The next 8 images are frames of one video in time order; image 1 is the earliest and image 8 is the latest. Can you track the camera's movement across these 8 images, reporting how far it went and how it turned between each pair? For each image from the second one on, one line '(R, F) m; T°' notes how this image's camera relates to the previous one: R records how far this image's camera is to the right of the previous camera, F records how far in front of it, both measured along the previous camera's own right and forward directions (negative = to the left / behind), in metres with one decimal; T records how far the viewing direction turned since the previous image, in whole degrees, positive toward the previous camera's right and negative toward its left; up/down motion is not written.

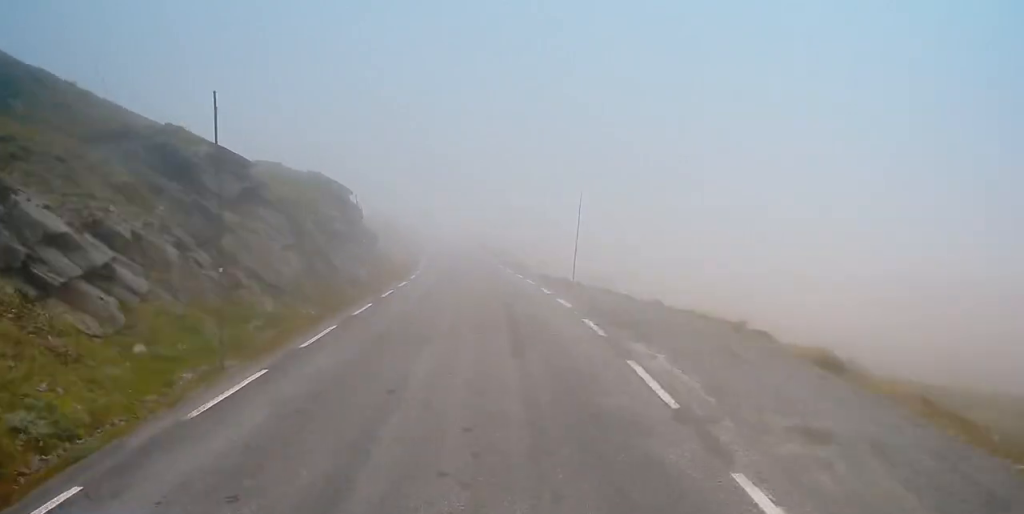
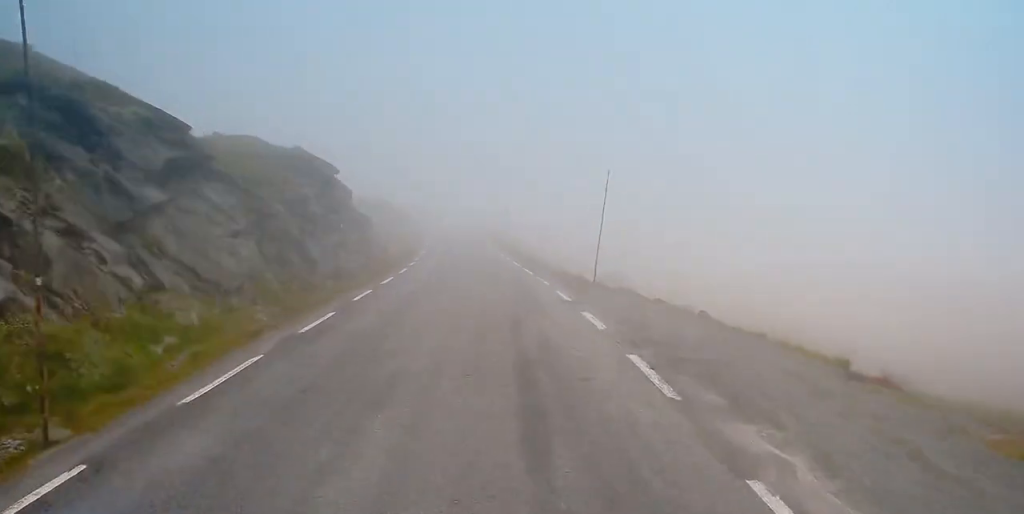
(+0.3, +6.3) m; +1°
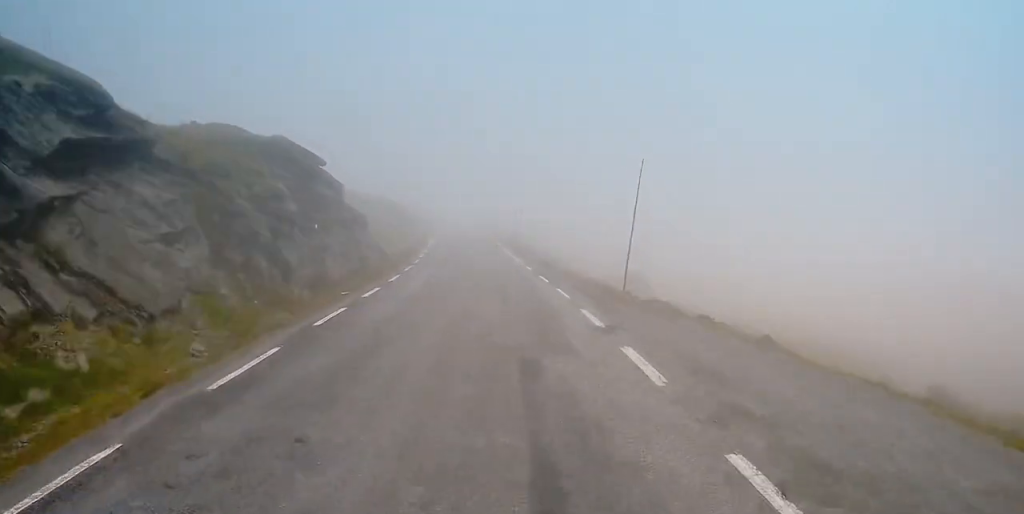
(+0.1, +5.4) m; 0°
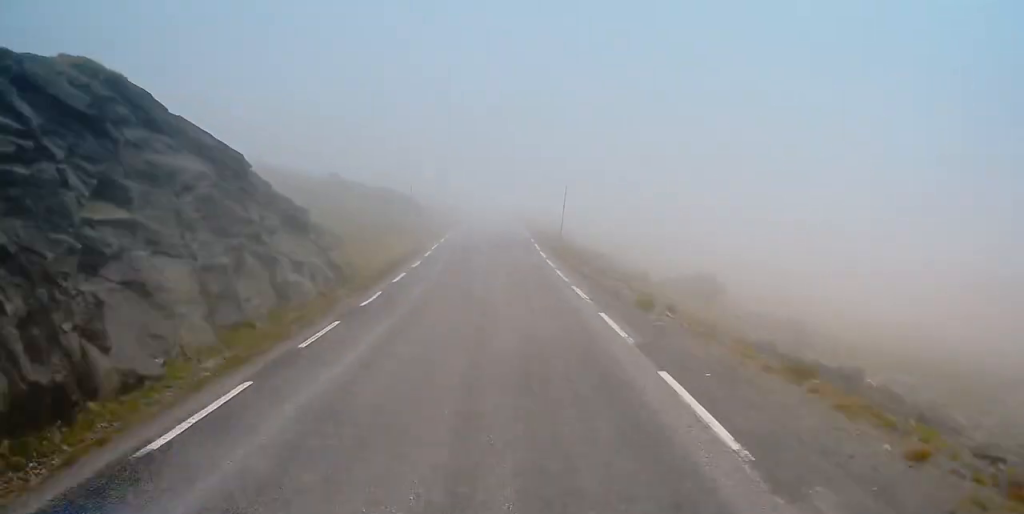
(-0.9, +20.9) m; -5°
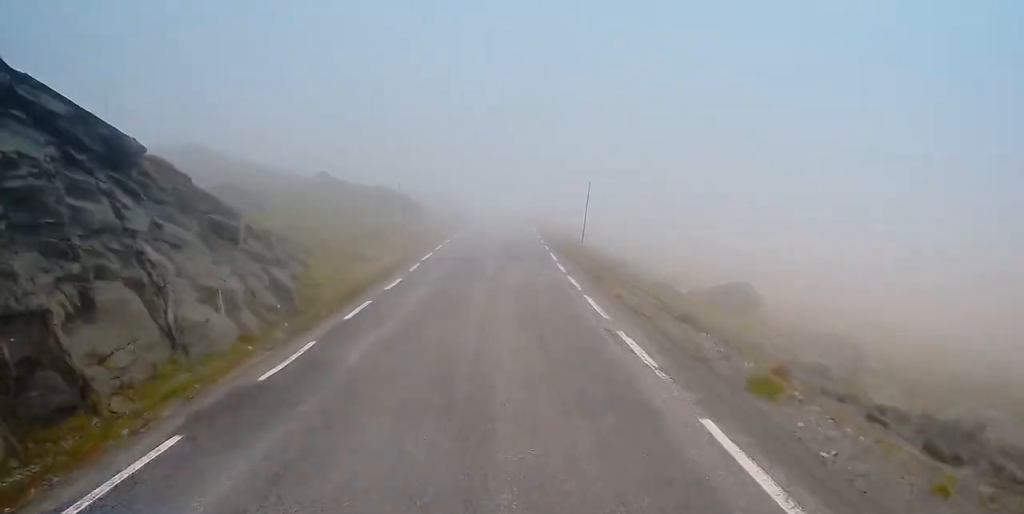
(0.0, +8.5) m; 0°
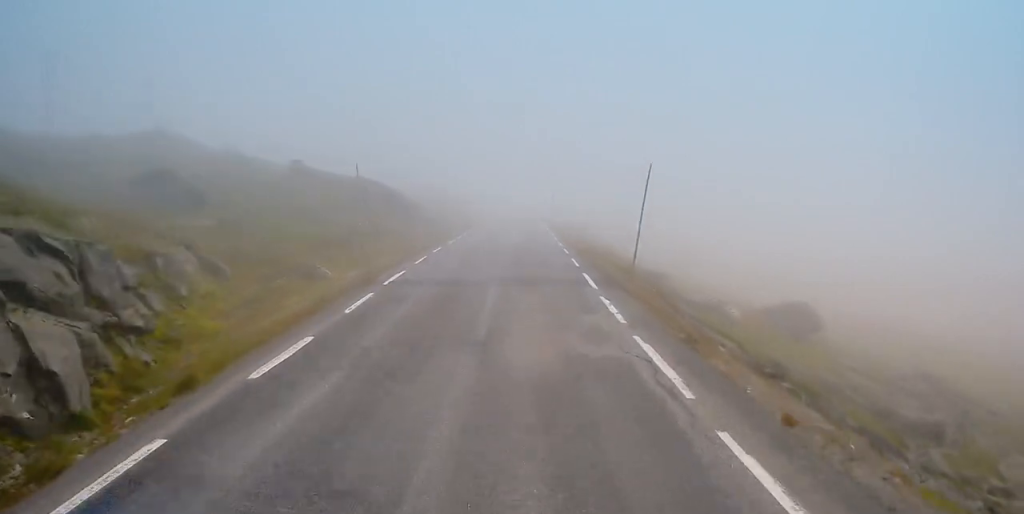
(0.0, +12.7) m; 0°
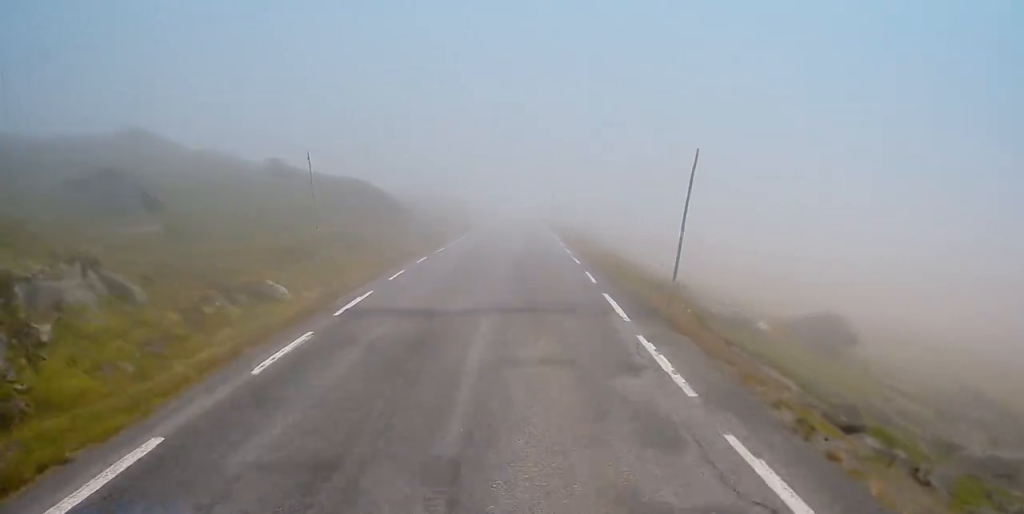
(0.0, +6.0) m; 0°
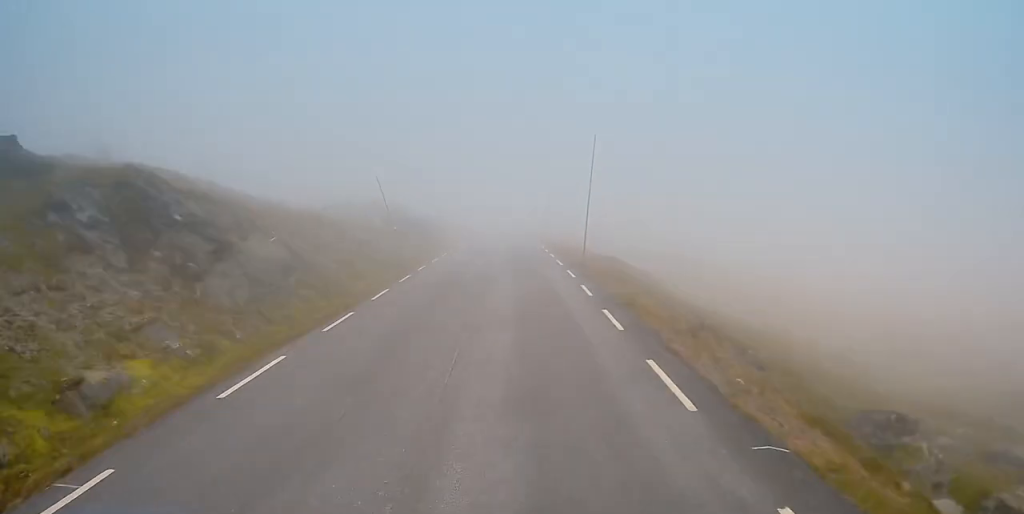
(0.0, +30.8) m; 0°
